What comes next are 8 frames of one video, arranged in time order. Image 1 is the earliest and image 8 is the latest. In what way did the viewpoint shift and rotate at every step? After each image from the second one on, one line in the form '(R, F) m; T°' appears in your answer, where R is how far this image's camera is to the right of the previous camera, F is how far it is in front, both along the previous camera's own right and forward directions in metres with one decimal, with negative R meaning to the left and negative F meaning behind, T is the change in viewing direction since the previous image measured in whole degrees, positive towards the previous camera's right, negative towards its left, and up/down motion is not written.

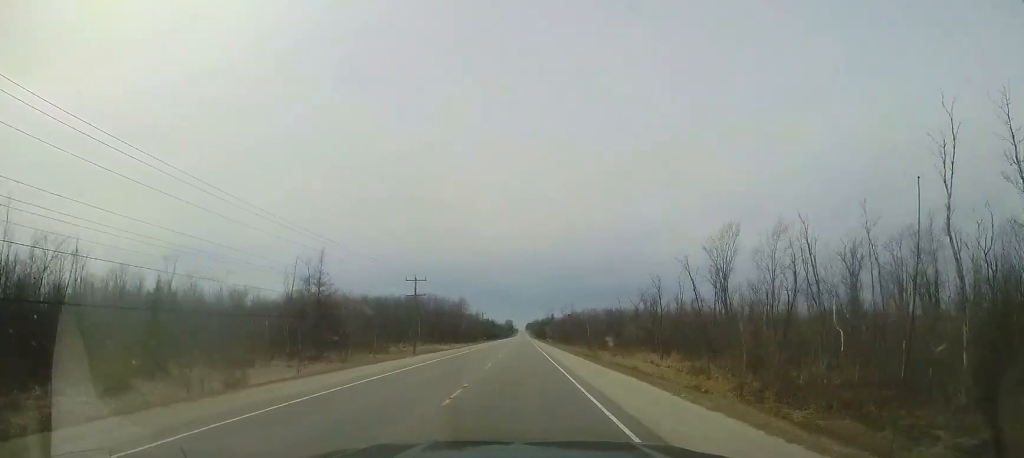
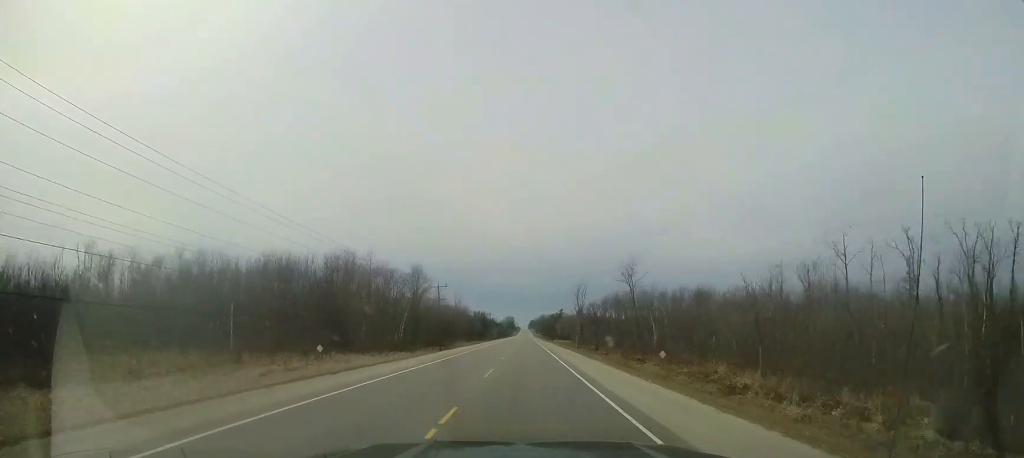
(-1.1, +76.0) m; -1°
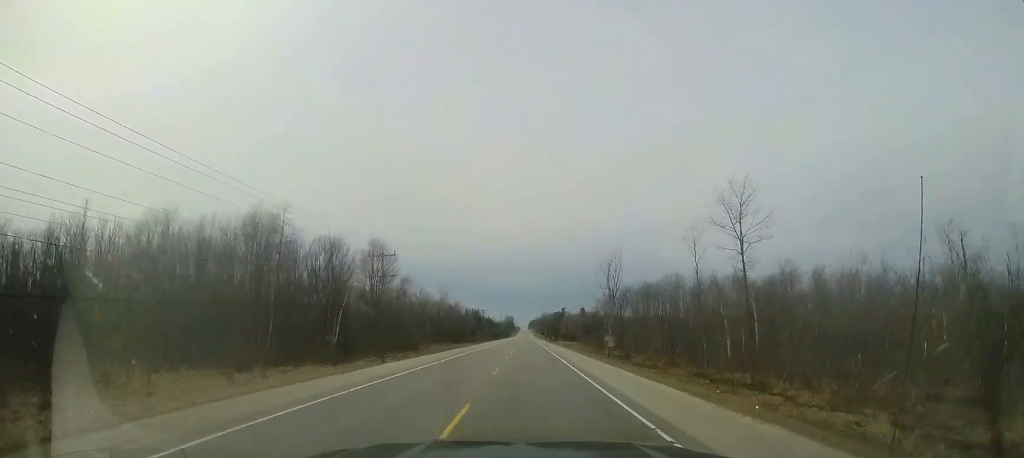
(+0.3, +26.5) m; 0°
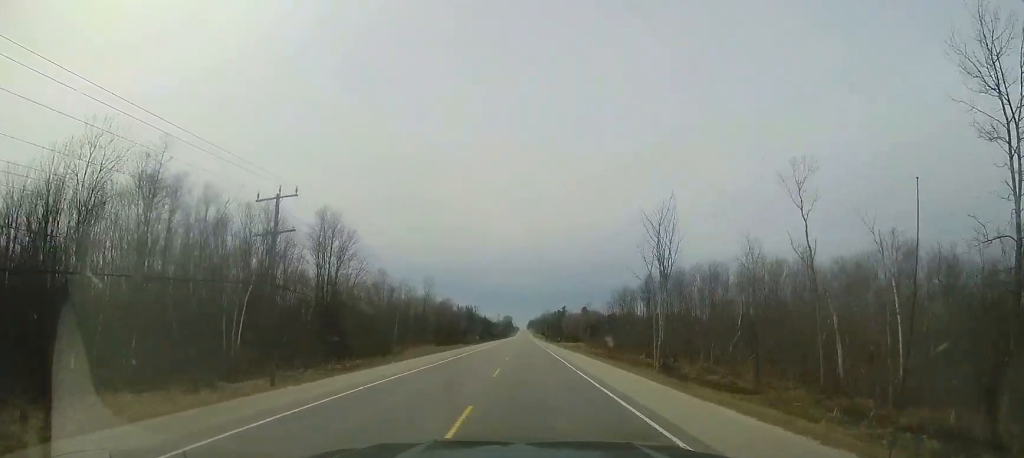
(-0.2, +17.9) m; -1°
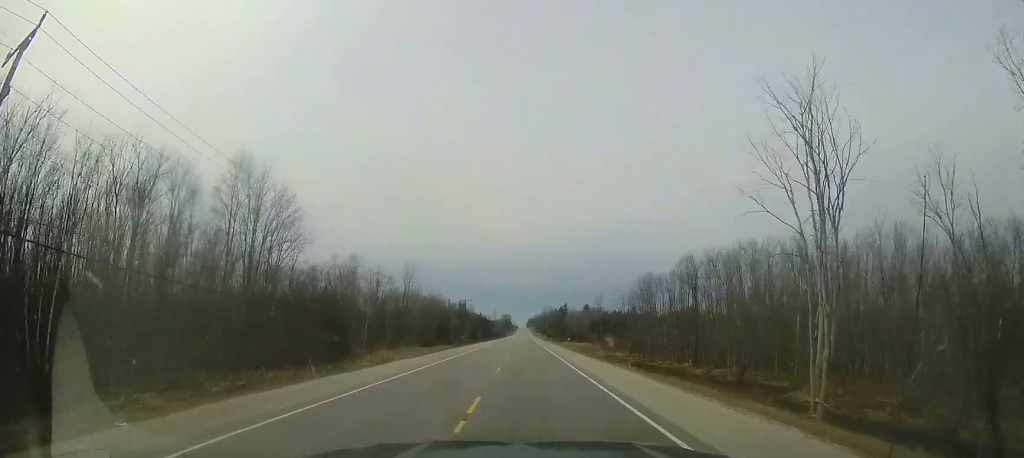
(-0.3, +16.9) m; 0°
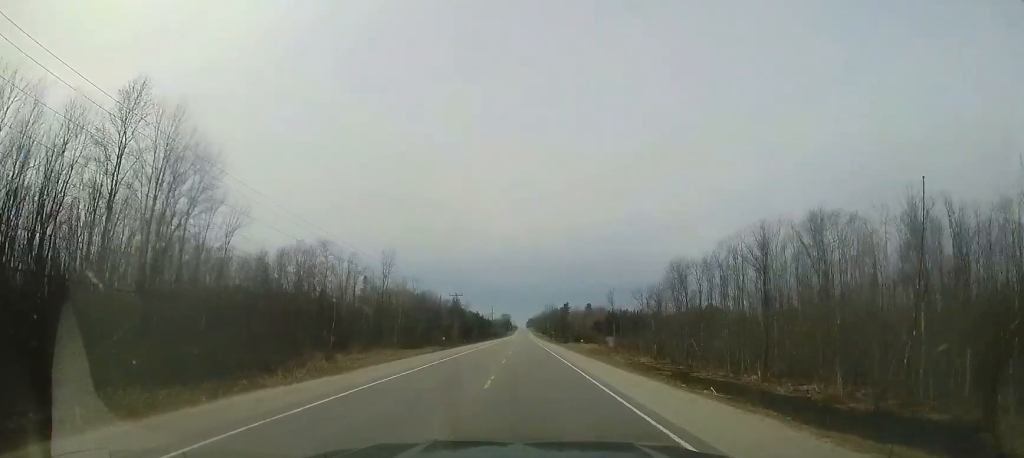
(+0.1, +13.1) m; +1°
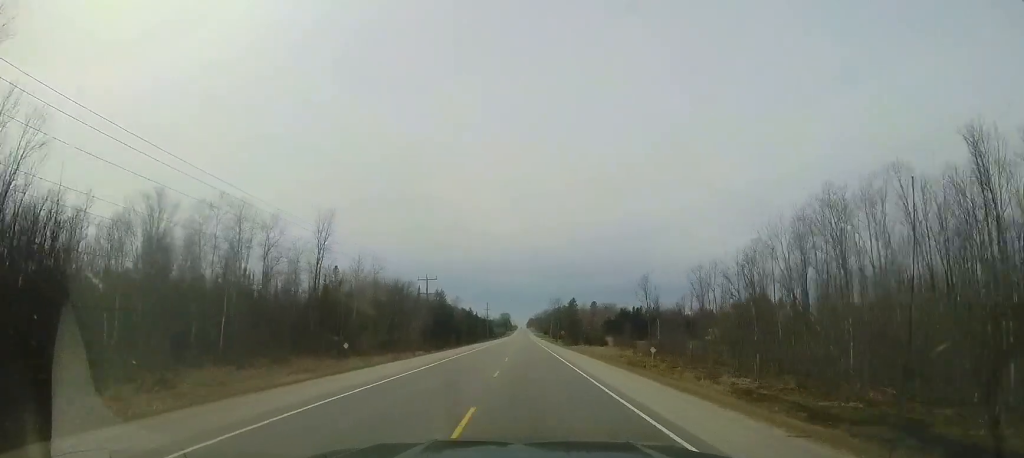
(+0.3, +24.3) m; +1°
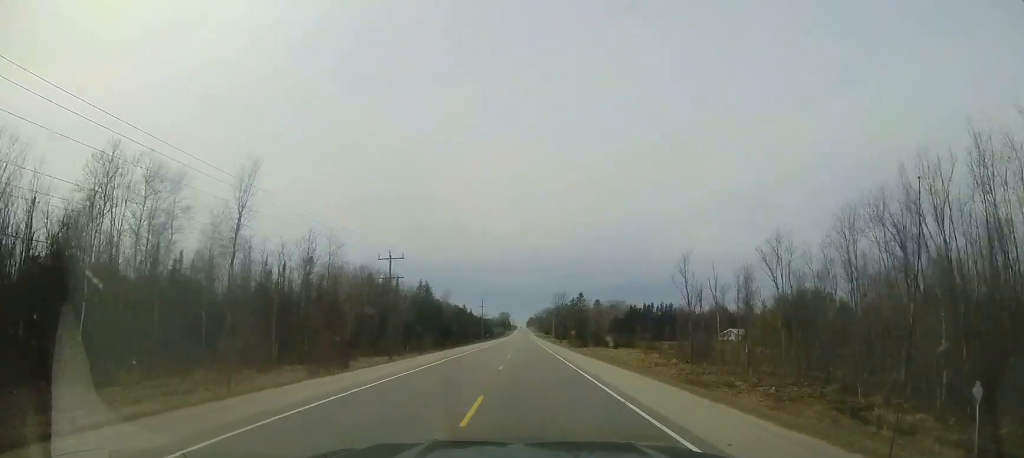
(+0.3, +15.9) m; +1°
